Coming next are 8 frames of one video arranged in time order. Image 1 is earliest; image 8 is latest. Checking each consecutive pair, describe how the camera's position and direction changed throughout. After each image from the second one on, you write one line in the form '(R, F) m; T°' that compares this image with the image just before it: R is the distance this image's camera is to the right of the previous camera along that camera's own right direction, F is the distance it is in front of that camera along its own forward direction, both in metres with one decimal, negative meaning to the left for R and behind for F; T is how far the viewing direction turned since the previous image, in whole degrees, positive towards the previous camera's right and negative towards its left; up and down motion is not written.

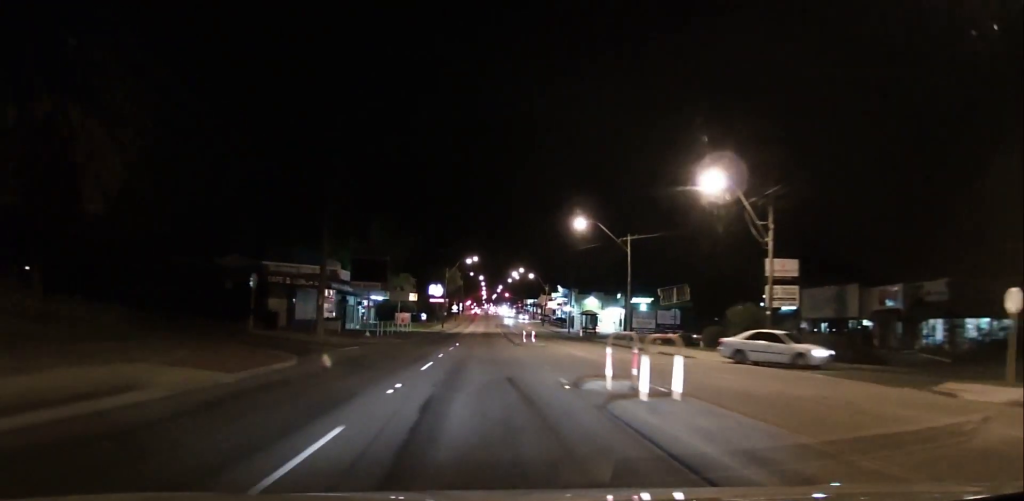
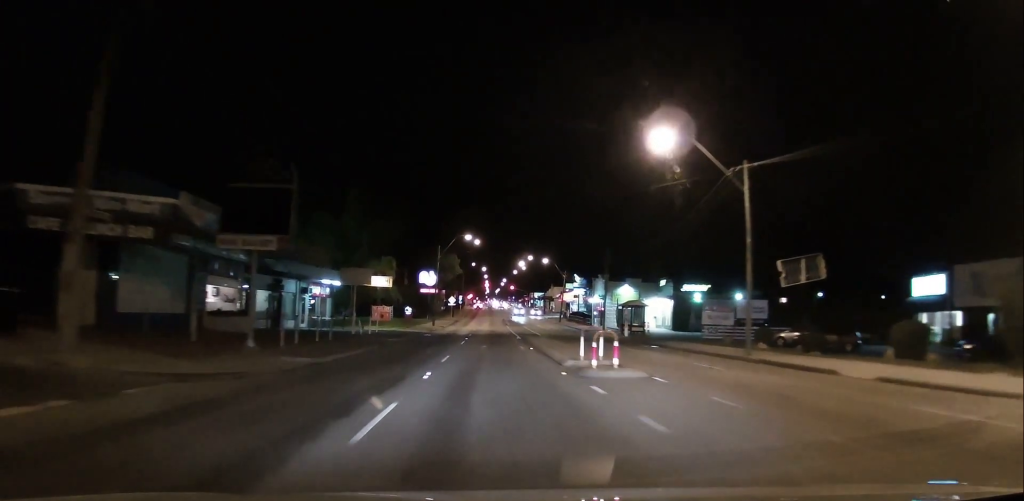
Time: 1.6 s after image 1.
(0.0, +21.7) m; -2°
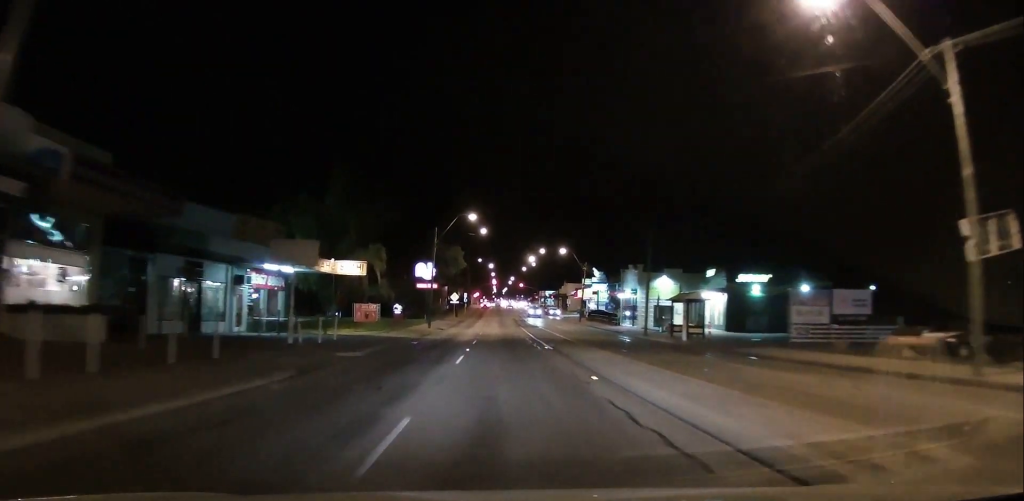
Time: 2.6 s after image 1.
(-0.3, +13.7) m; -1°
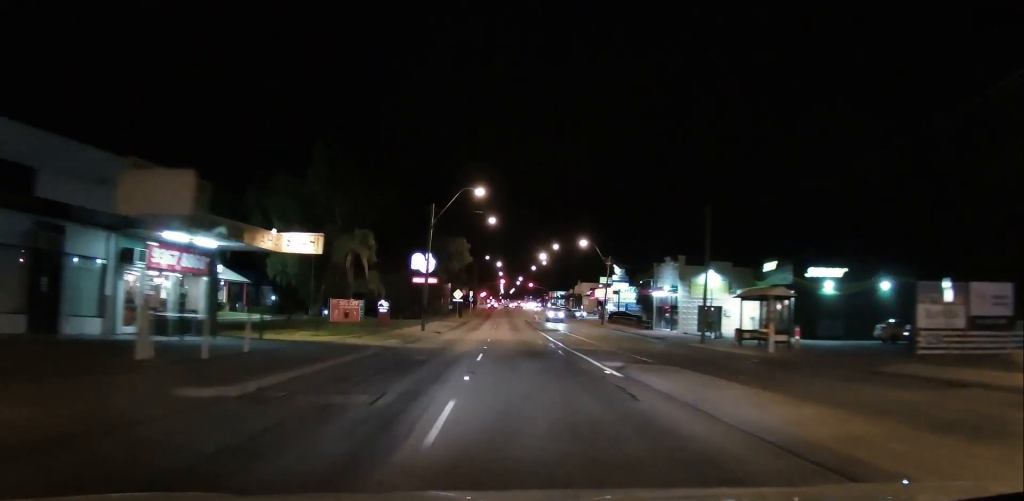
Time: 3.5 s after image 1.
(+0.1, +11.4) m; +1°
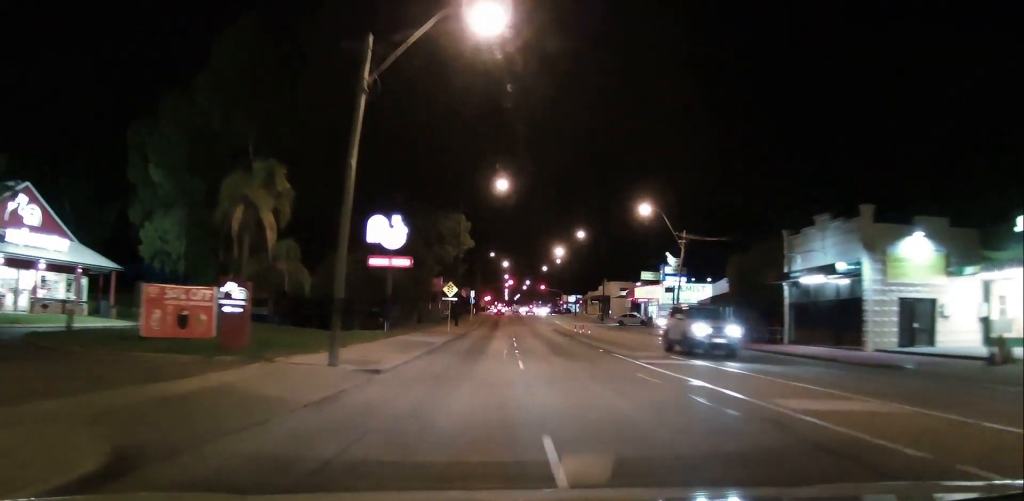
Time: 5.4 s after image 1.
(+0.2, +26.8) m; -1°
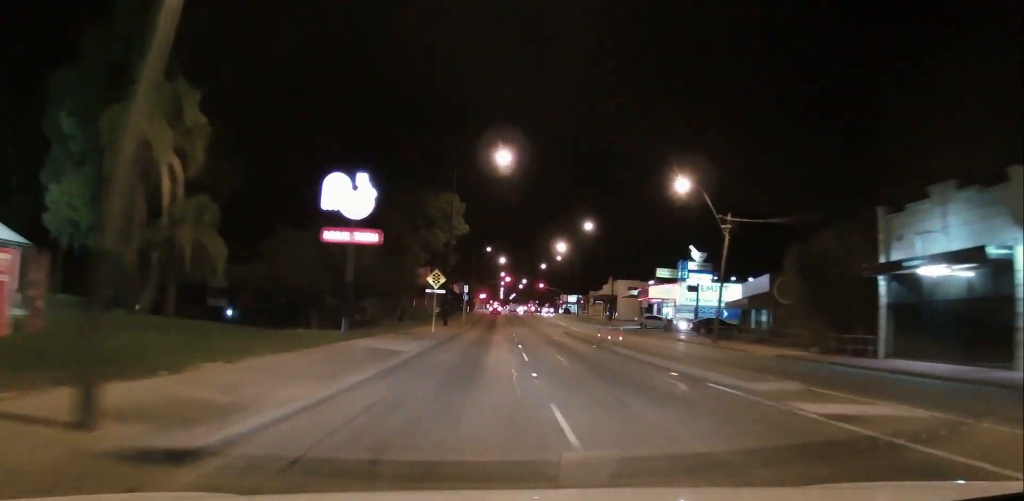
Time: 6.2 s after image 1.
(-0.1, +10.0) m; -1°
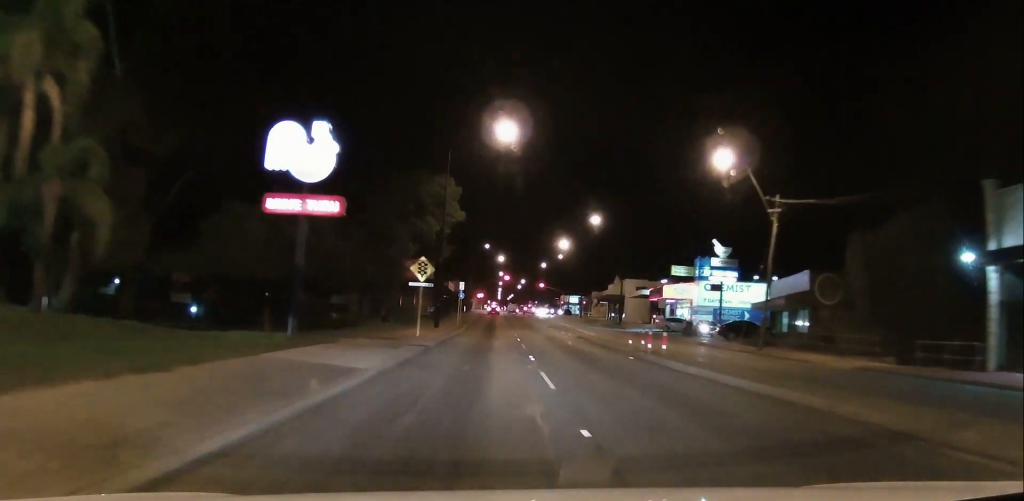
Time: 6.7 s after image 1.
(-0.4, +7.2) m; 0°
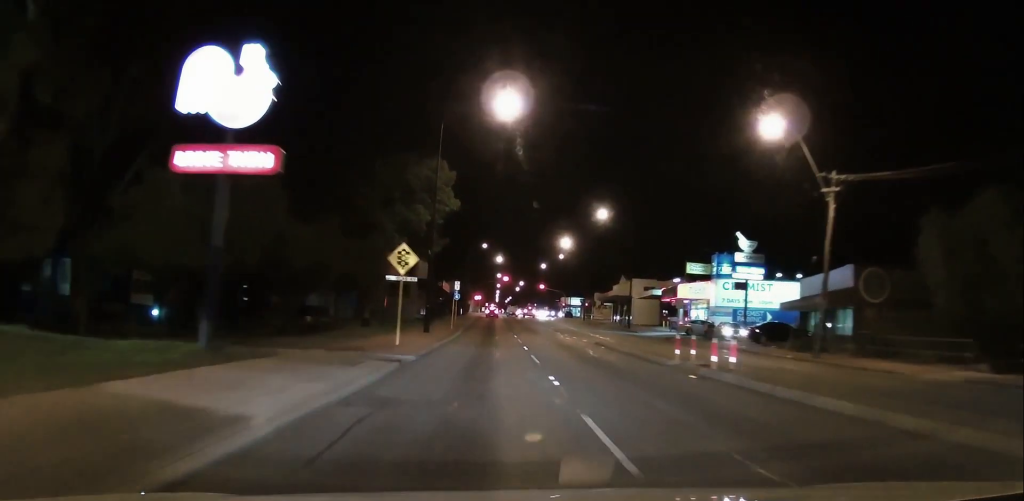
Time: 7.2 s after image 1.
(+0.1, +6.2) m; +1°
